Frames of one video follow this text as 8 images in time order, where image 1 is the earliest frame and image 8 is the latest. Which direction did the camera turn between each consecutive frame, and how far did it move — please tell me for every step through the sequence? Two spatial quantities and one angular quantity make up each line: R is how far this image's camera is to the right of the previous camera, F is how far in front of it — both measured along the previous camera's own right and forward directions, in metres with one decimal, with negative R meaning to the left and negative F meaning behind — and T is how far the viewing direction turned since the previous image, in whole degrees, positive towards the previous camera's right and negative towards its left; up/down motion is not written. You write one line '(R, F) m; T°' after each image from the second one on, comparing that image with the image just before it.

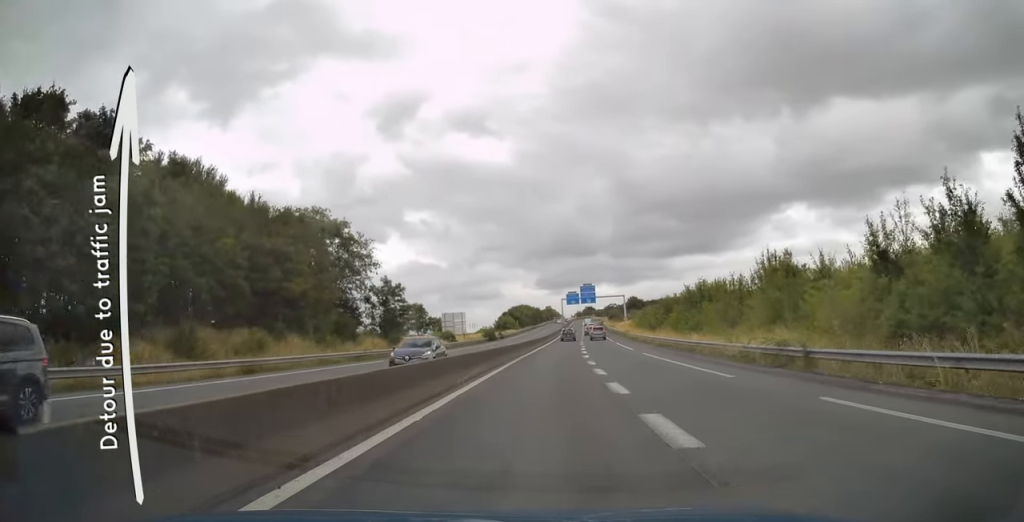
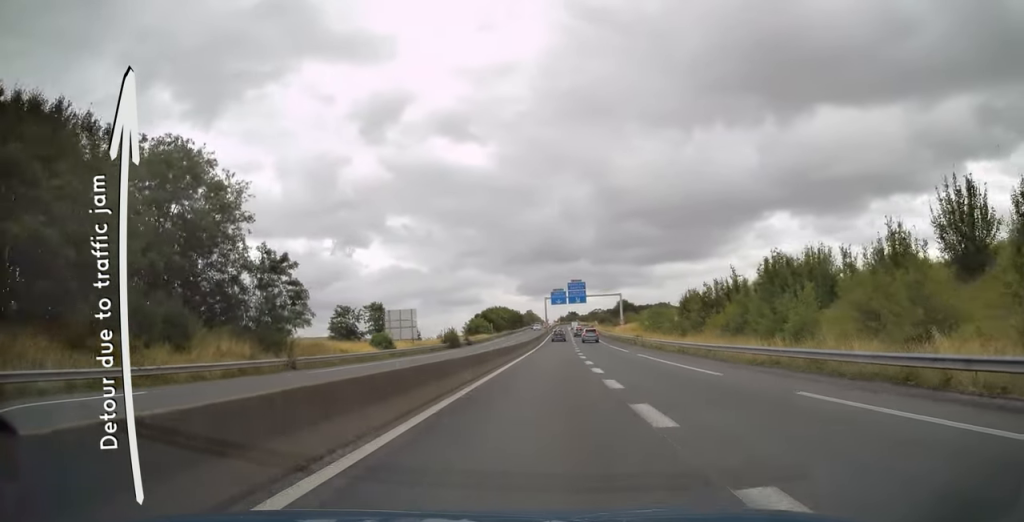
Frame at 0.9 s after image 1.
(+0.7, +24.6) m; +3°
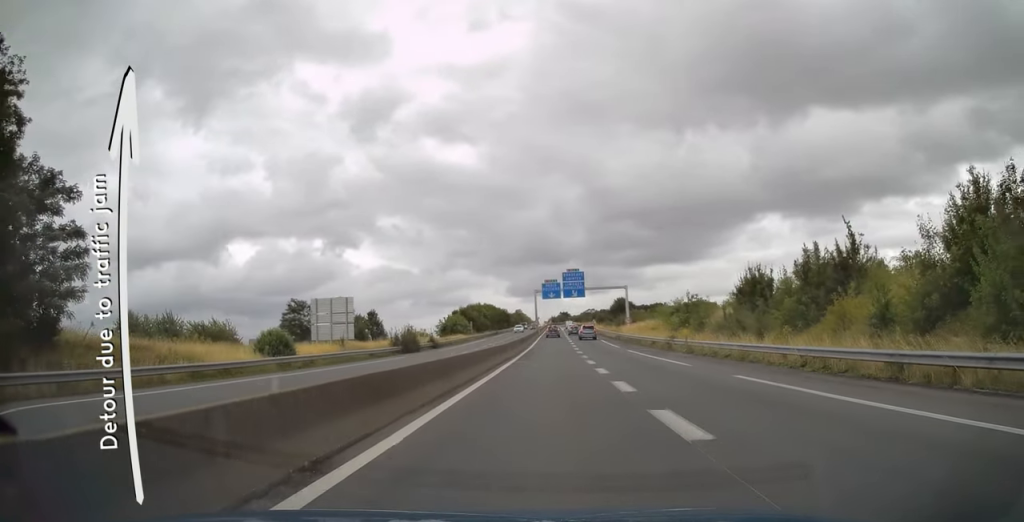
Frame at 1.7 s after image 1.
(+0.4, +21.0) m; +2°
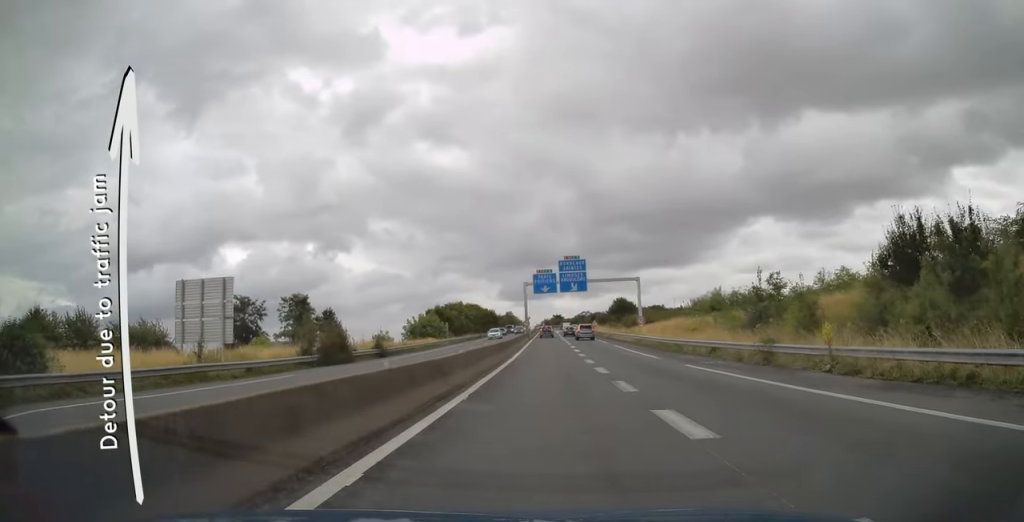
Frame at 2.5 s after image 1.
(+0.2, +19.9) m; +1°
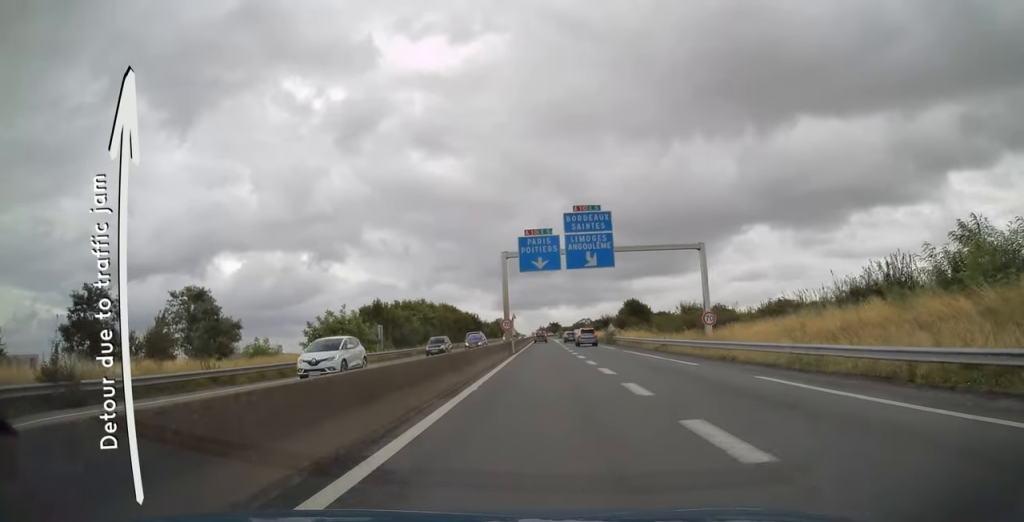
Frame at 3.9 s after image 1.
(+0.6, +34.9) m; +1°
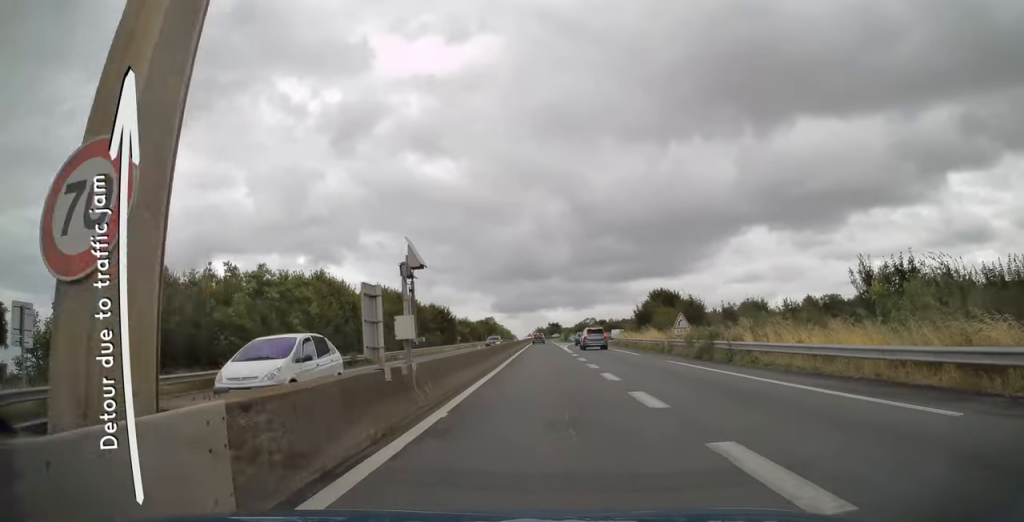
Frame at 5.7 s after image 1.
(+0.3, +42.6) m; +1°
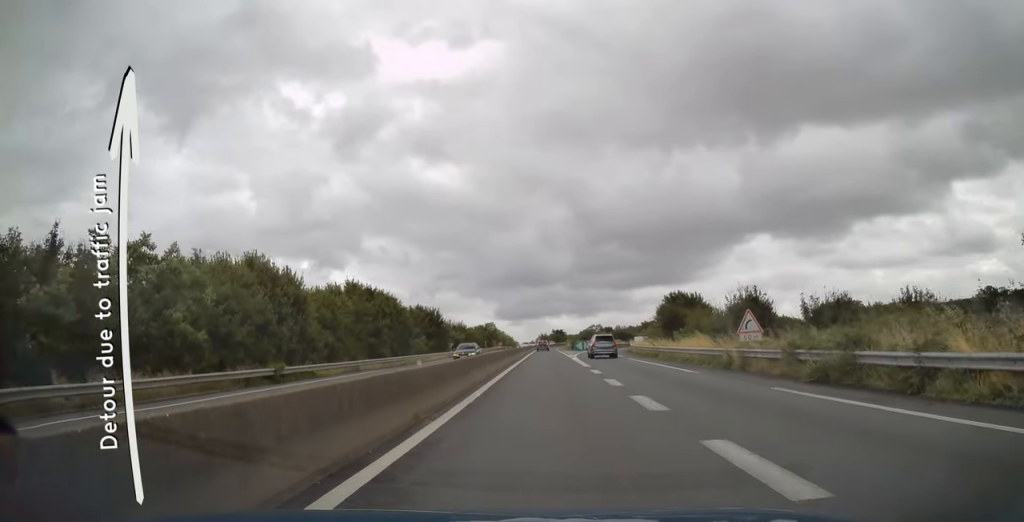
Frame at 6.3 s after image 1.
(0.0, +13.0) m; 0°
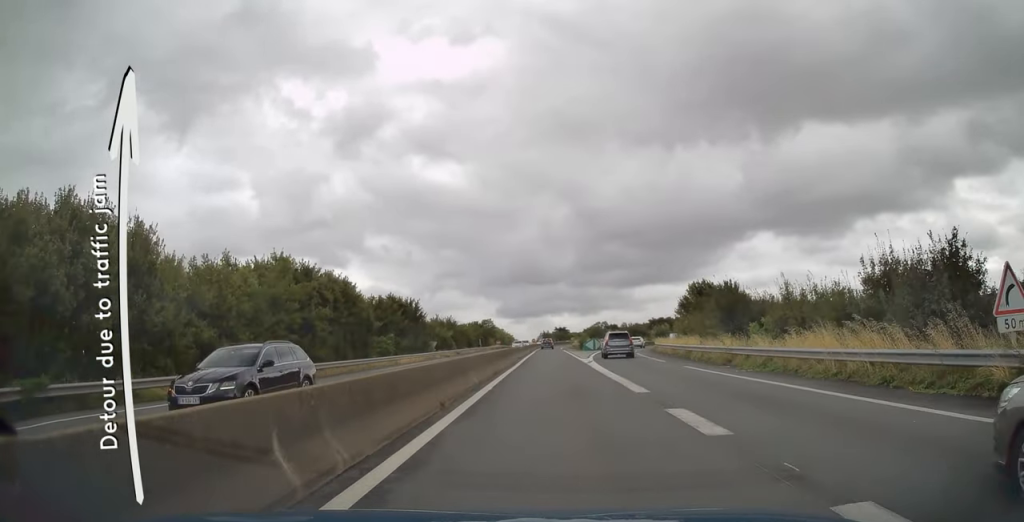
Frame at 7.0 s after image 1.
(+0.1, +16.6) m; -1°
